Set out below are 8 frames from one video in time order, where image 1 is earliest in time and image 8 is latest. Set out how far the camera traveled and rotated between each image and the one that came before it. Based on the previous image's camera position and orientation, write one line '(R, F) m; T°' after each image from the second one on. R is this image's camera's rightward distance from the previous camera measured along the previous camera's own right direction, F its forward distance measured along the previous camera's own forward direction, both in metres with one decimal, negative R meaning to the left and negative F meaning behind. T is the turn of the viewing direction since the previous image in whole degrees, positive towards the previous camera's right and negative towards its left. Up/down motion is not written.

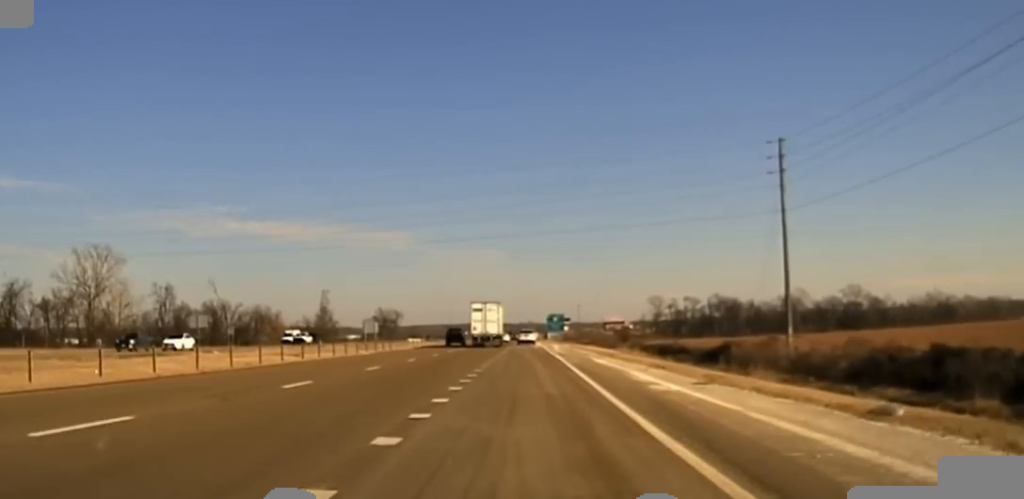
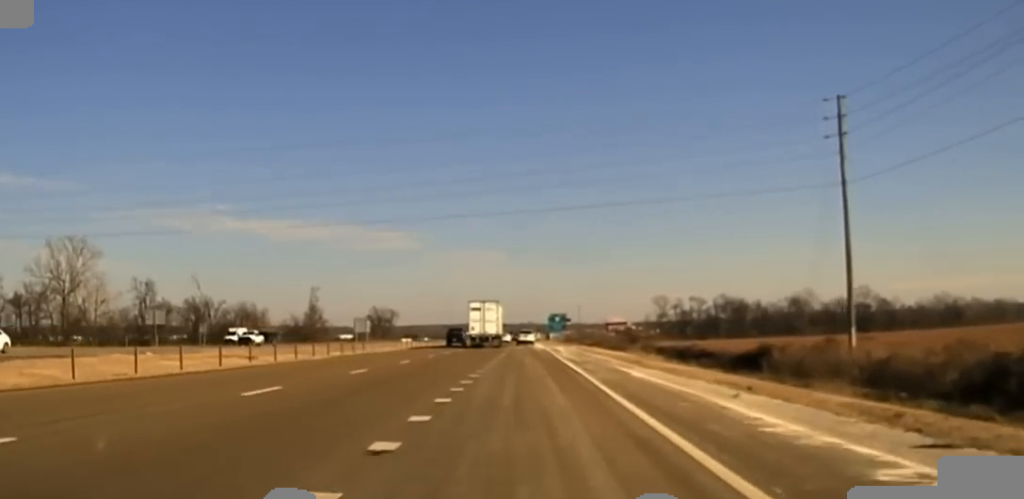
(0.0, +13.3) m; 0°
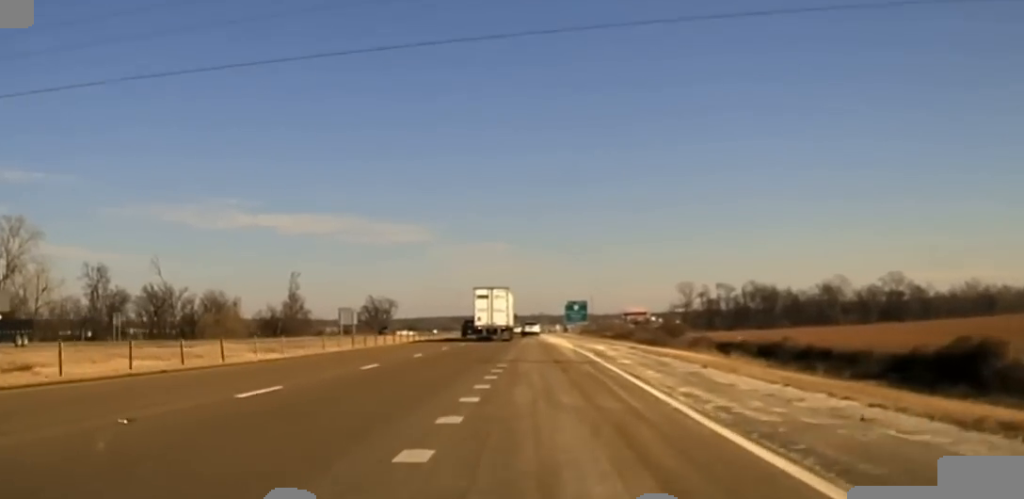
(0.0, +37.8) m; -1°
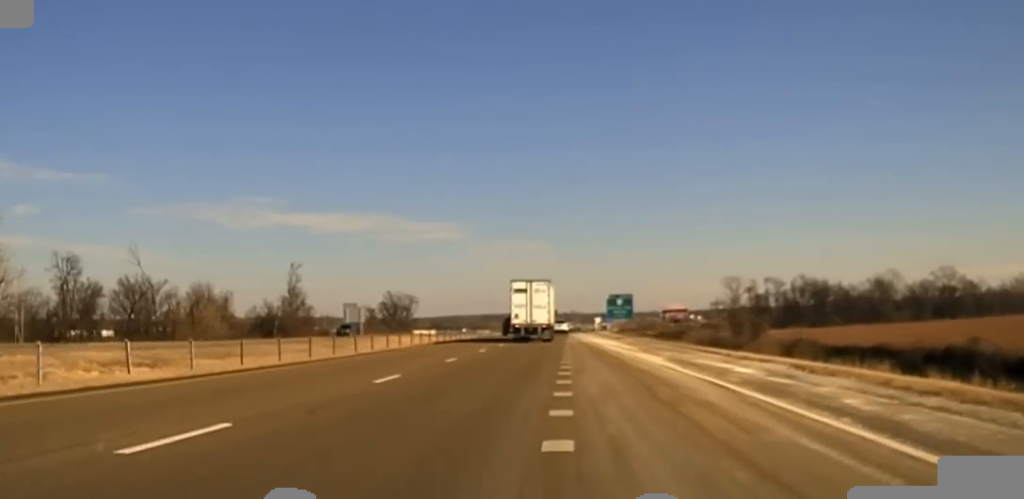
(-0.4, +35.3) m; -1°
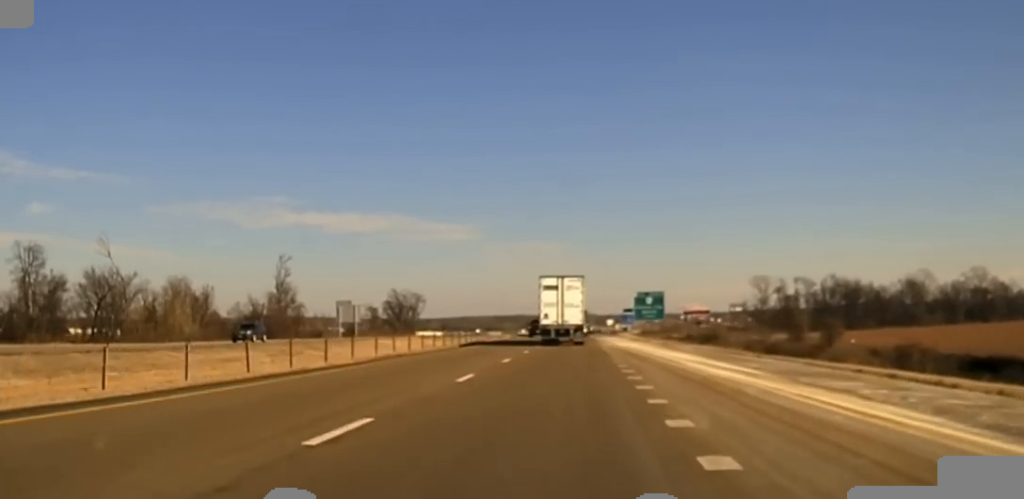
(-0.4, +25.9) m; -1°
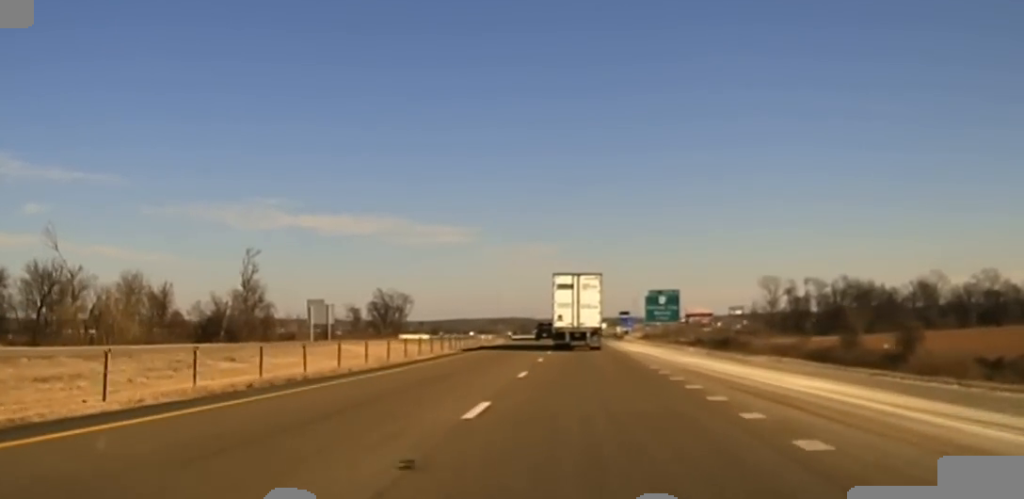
(+0.1, +19.2) m; 0°
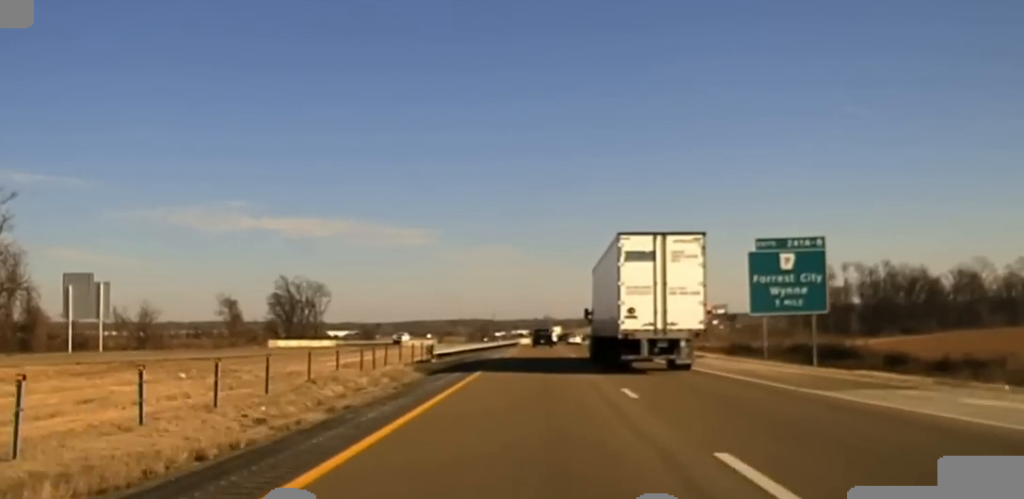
(+1.3, +80.0) m; +2°
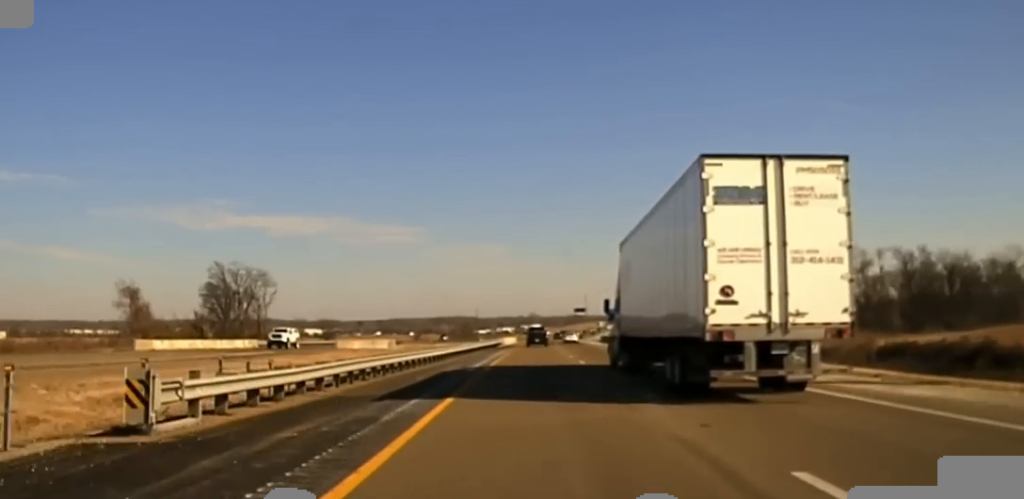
(+0.3, +32.8) m; +1°
